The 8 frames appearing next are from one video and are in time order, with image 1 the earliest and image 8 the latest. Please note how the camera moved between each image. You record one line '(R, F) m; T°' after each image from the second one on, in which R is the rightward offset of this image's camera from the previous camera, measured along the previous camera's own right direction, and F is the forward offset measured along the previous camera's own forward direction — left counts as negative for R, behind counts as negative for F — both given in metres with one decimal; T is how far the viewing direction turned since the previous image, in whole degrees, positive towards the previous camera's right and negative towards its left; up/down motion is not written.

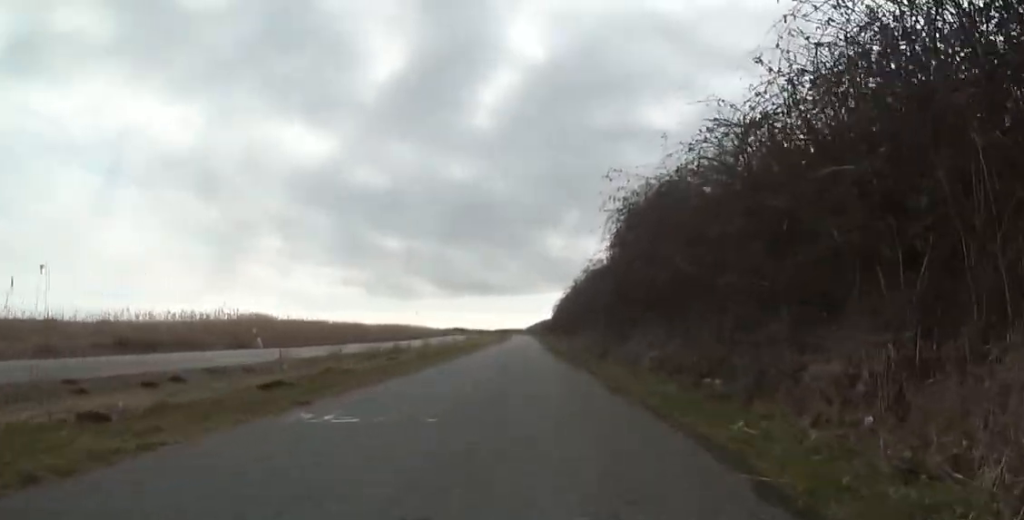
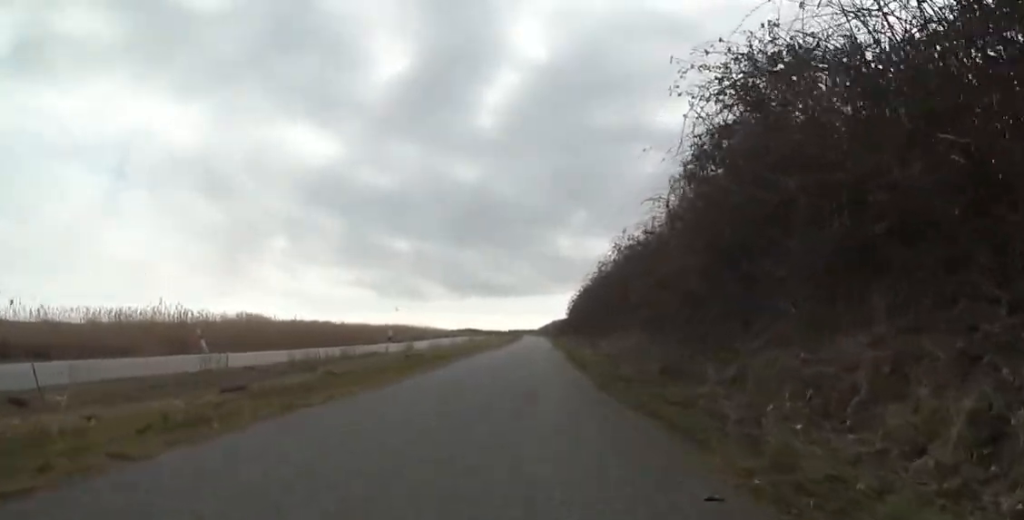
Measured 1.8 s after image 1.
(+0.2, +8.7) m; +6°
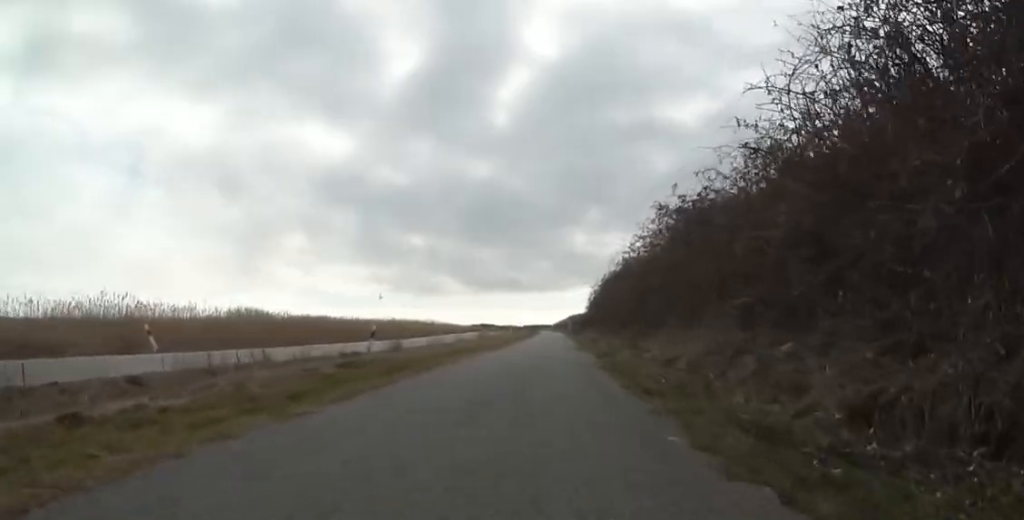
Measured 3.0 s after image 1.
(+0.2, +6.1) m; -5°
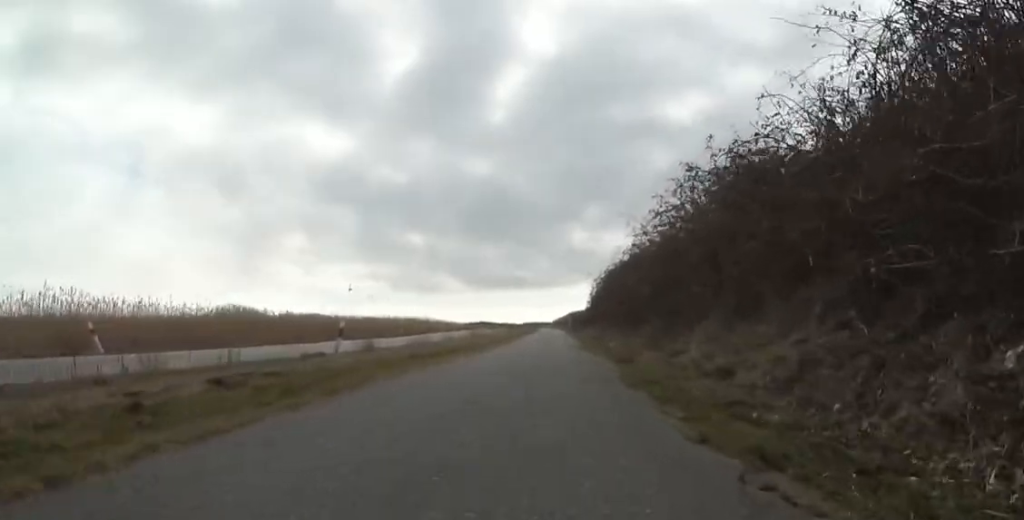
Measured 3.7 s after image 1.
(-0.3, +3.7) m; -2°
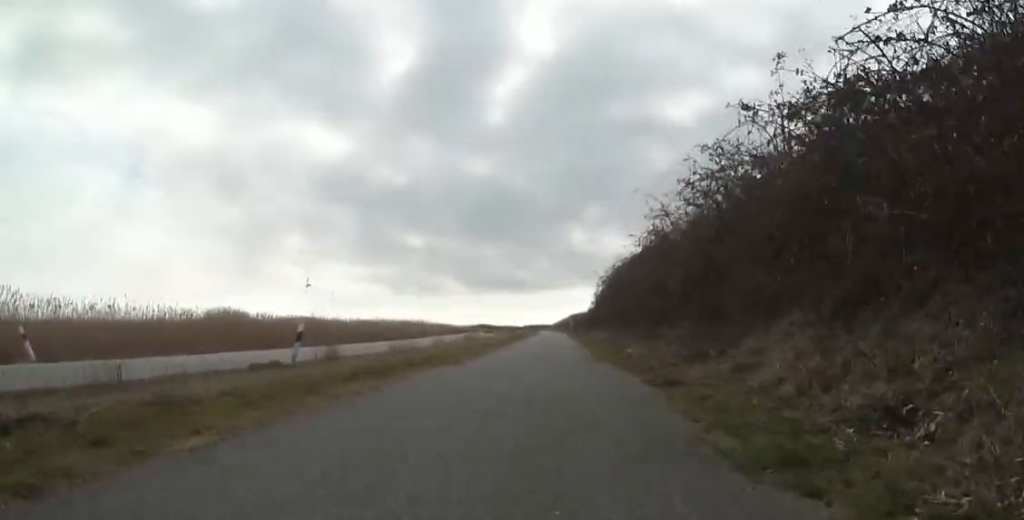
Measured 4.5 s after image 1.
(-0.5, +3.8) m; 0°
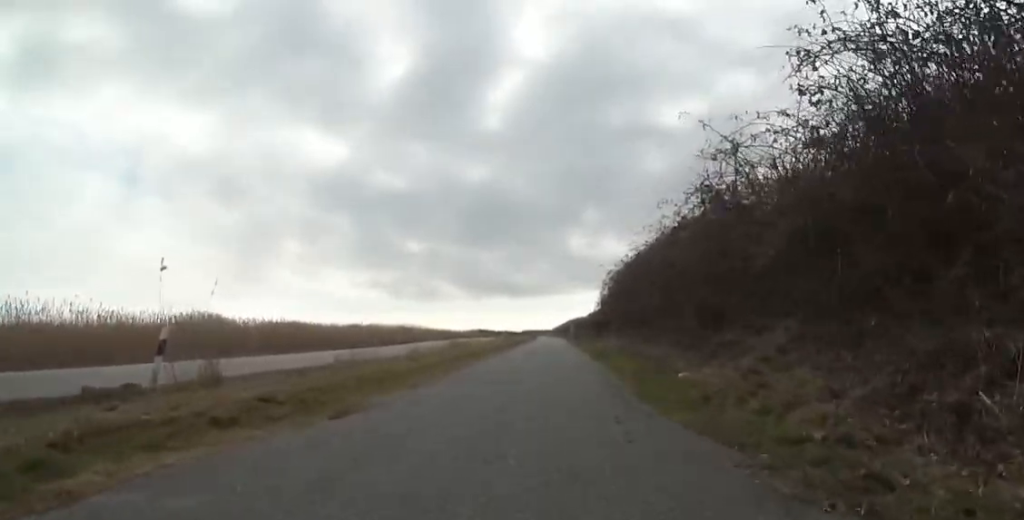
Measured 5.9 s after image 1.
(+0.9, +6.7) m; +8°
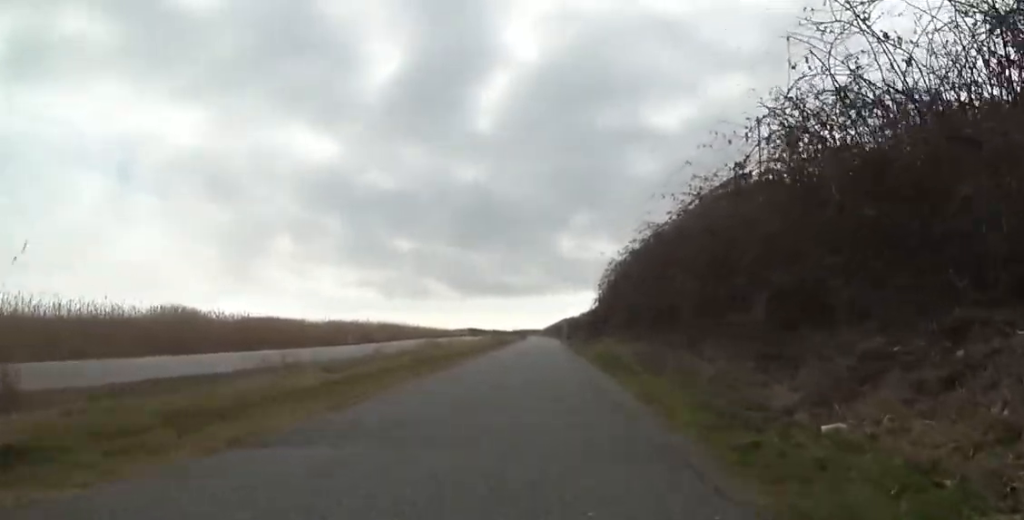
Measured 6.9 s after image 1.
(0.0, +5.0) m; 0°
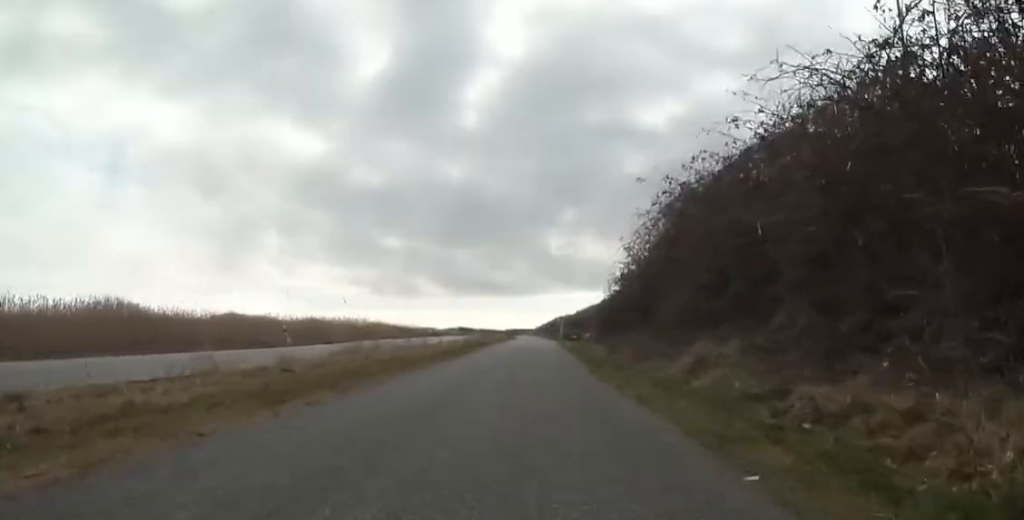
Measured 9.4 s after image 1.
(-1.7, +12.7) m; -8°
